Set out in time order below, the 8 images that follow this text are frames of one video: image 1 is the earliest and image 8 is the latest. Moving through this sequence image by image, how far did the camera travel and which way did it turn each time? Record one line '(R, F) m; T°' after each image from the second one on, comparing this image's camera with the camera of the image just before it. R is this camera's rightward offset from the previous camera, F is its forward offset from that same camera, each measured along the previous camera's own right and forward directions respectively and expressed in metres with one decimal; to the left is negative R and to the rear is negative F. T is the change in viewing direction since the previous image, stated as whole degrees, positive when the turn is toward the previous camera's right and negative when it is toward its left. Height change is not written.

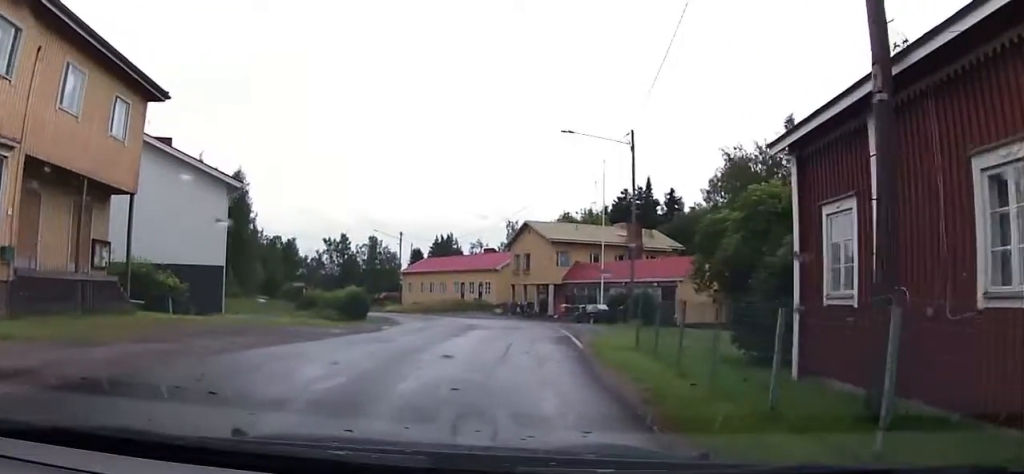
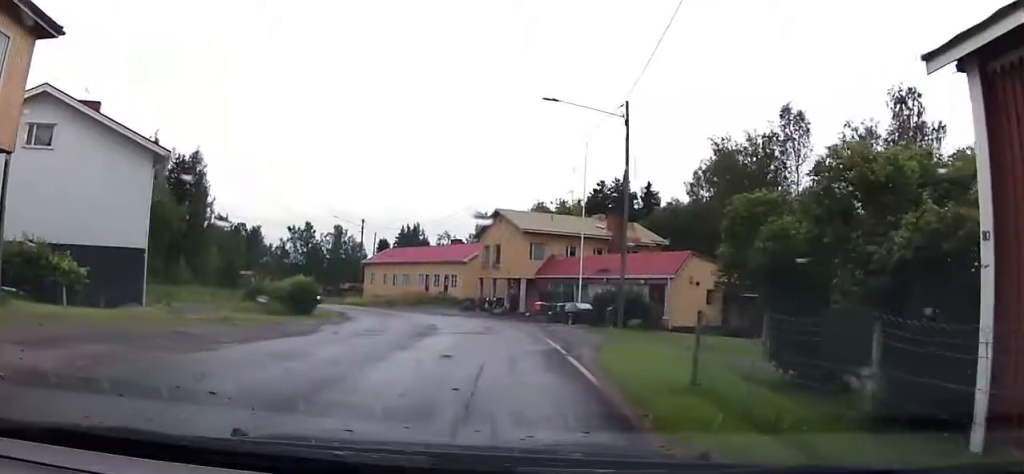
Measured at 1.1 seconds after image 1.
(0.0, +5.9) m; +10°
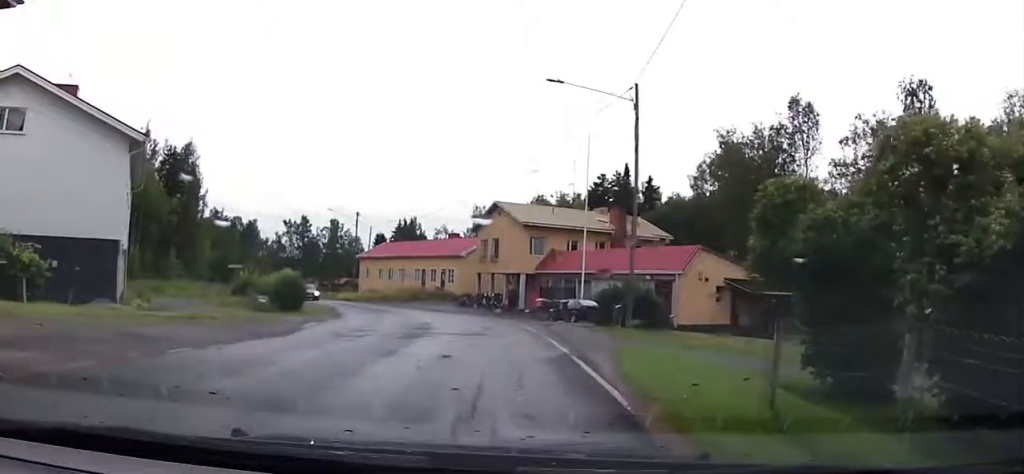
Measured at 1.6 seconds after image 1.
(+0.2, +2.3) m; +4°
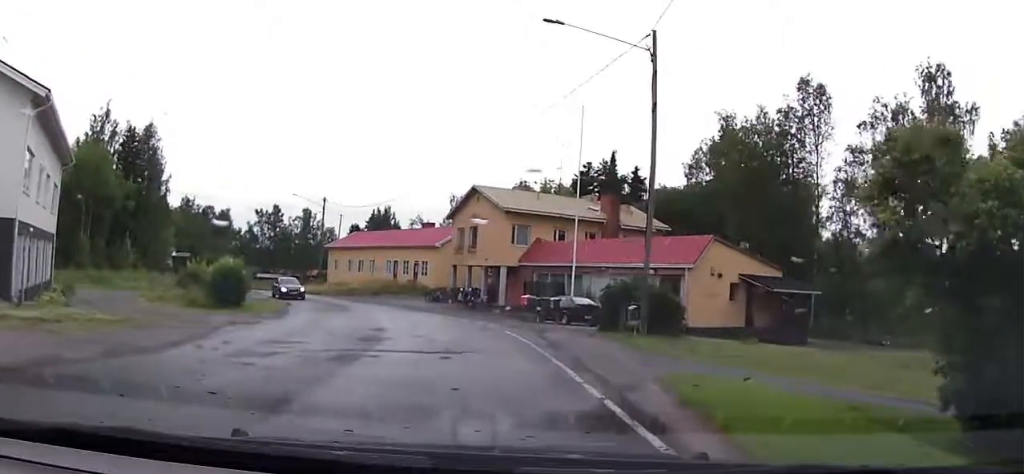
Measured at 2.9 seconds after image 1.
(+0.5, +6.5) m; +5°
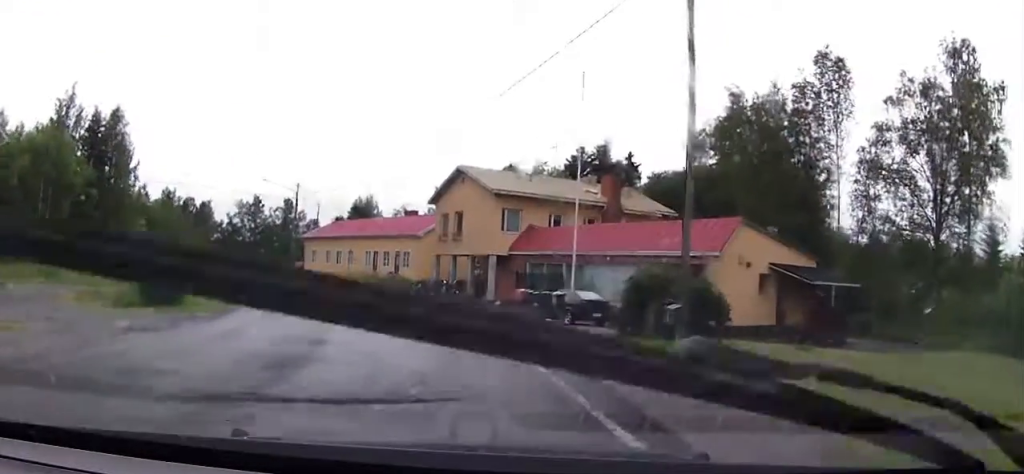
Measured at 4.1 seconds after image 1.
(+0.2, +5.6) m; 0°
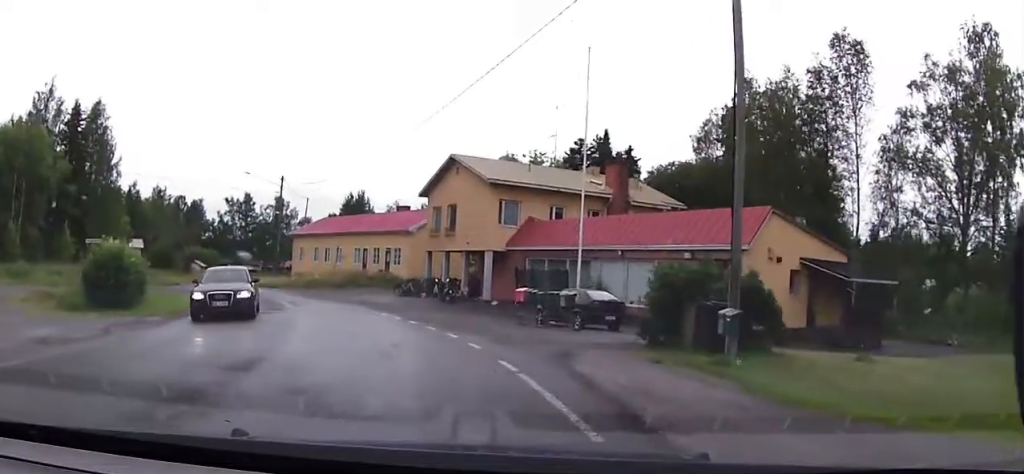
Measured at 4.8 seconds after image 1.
(-0.2, +3.5) m; 0°
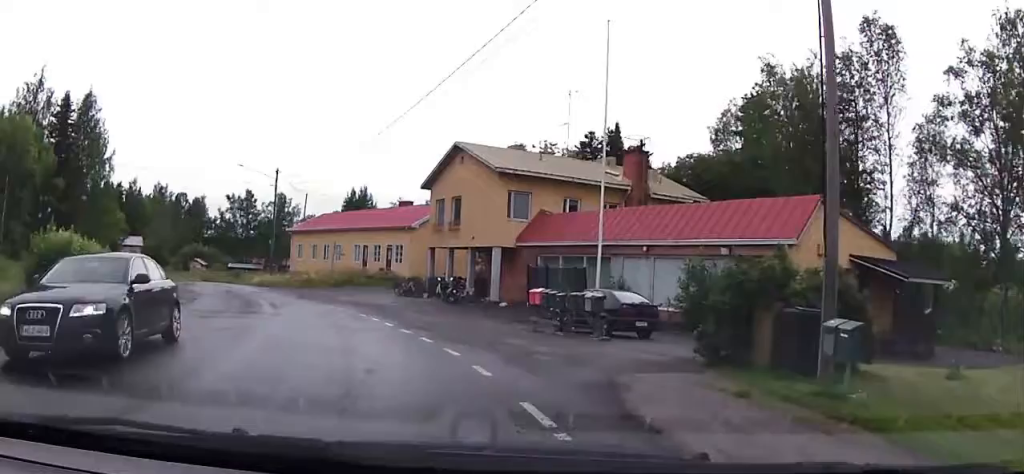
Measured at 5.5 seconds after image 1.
(-0.1, +3.4) m; 0°
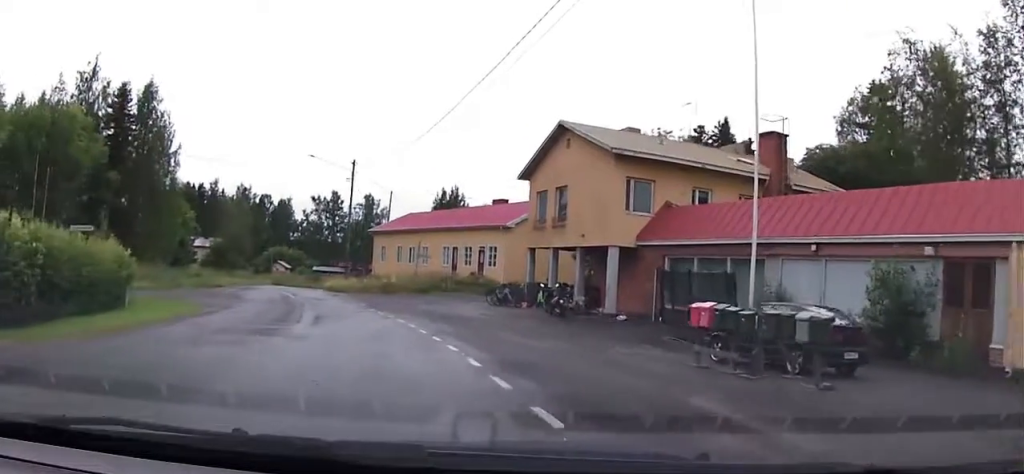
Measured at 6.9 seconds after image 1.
(+0.1, +6.5) m; -4°
